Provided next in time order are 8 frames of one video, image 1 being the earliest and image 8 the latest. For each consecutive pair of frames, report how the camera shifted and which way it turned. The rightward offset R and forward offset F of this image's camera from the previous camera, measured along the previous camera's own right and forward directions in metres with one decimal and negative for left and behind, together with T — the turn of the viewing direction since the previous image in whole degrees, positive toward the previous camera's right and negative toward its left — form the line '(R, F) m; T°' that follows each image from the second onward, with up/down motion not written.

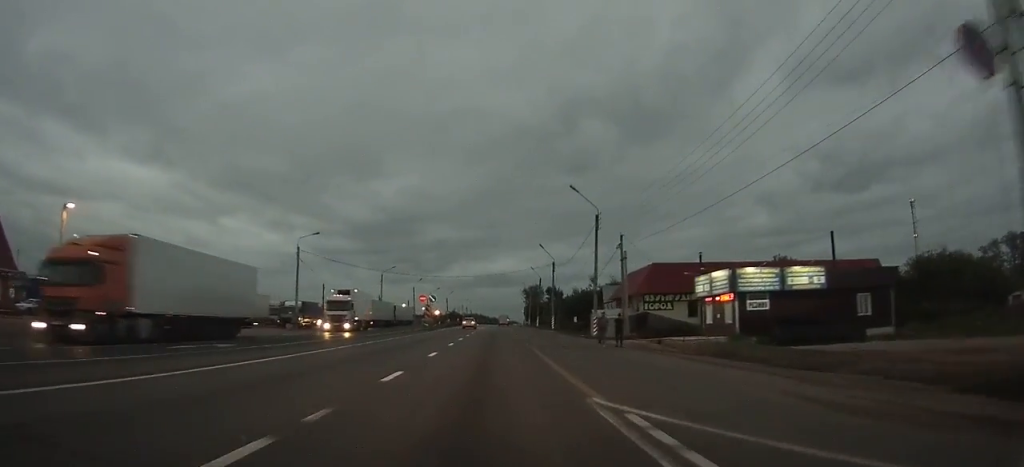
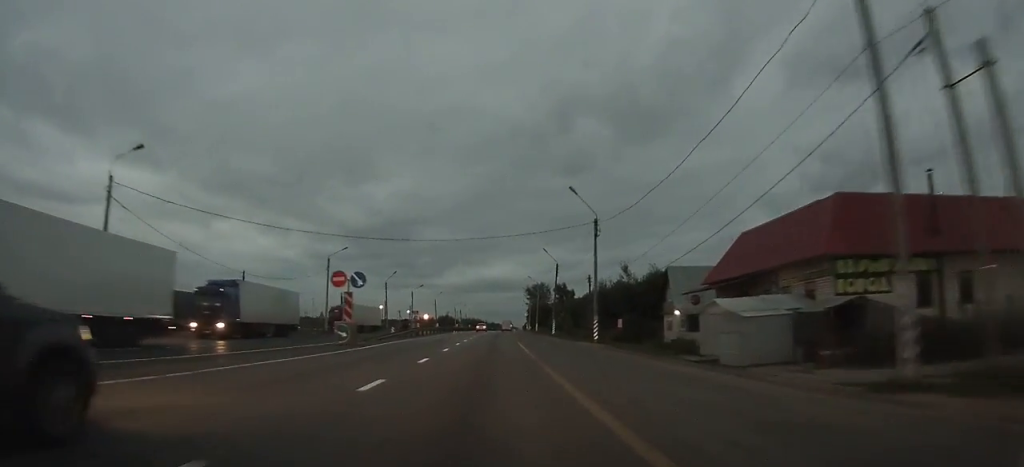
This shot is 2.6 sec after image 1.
(0.0, +32.4) m; +1°
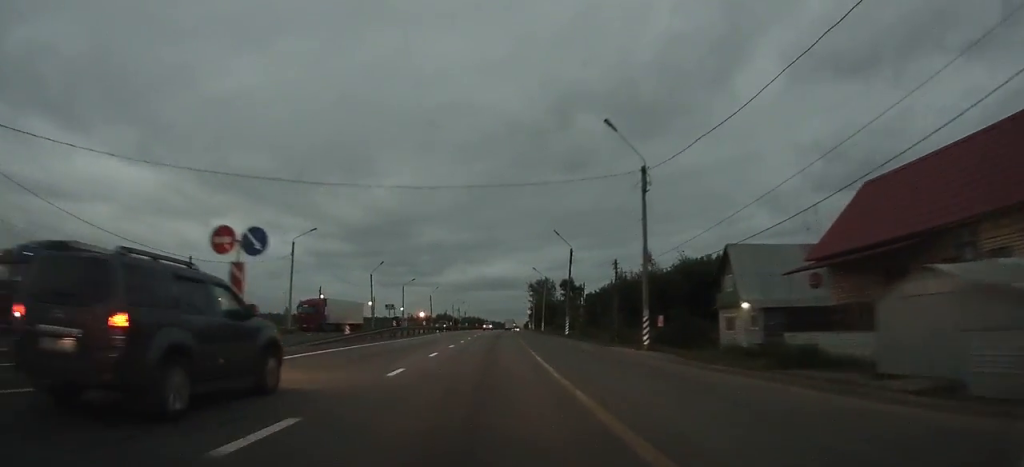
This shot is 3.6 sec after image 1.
(0.0, +13.0) m; 0°
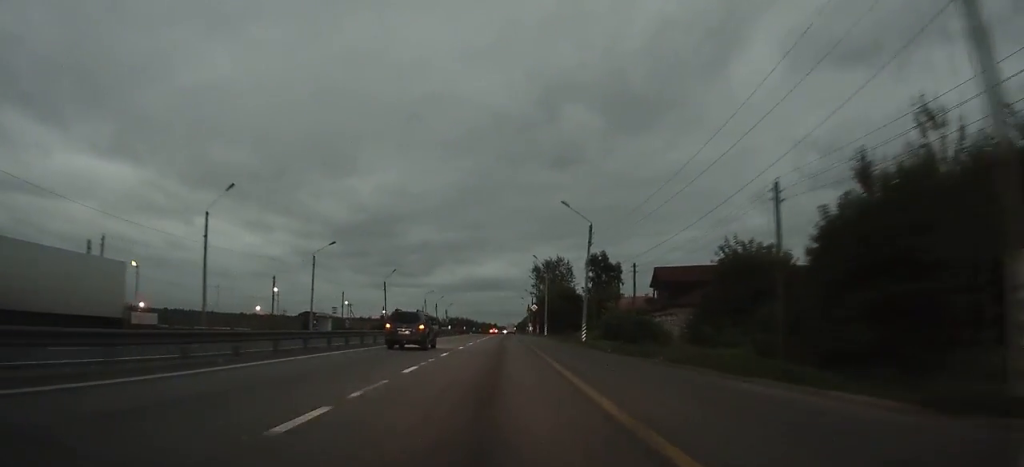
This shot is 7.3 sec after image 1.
(+0.5, +52.1) m; +1°
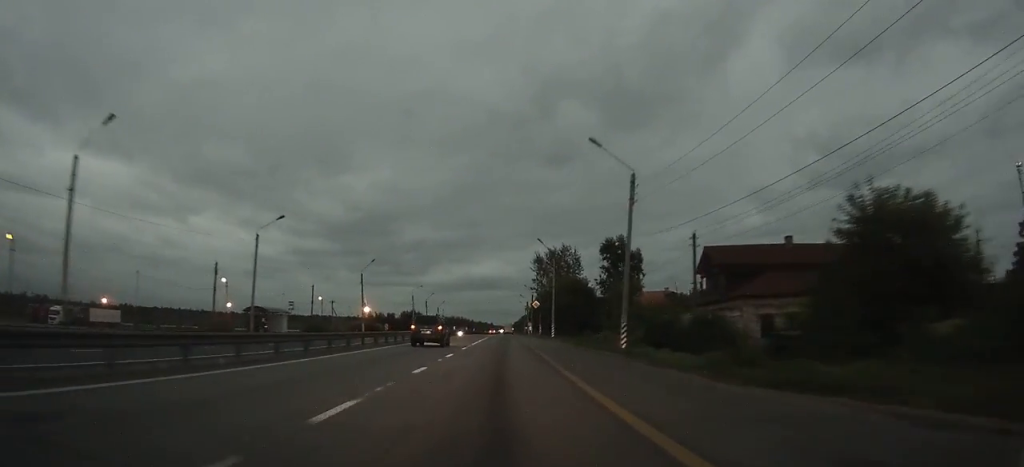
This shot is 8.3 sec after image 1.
(0.0, +14.9) m; 0°
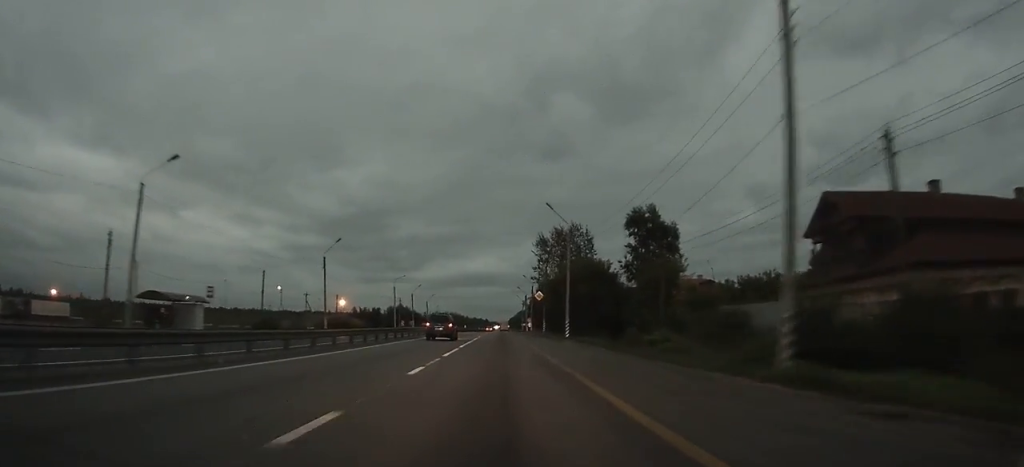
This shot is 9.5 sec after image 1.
(0.0, +16.9) m; 0°
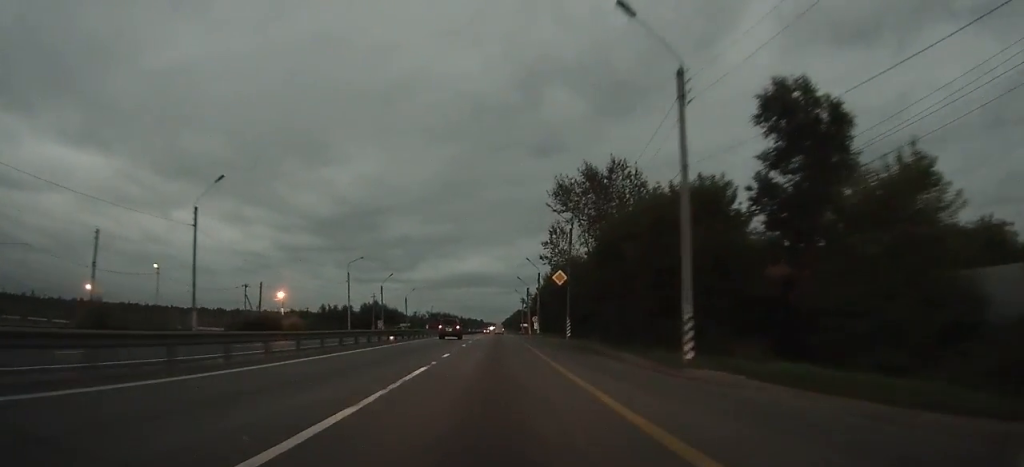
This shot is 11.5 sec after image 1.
(0.0, +30.7) m; 0°
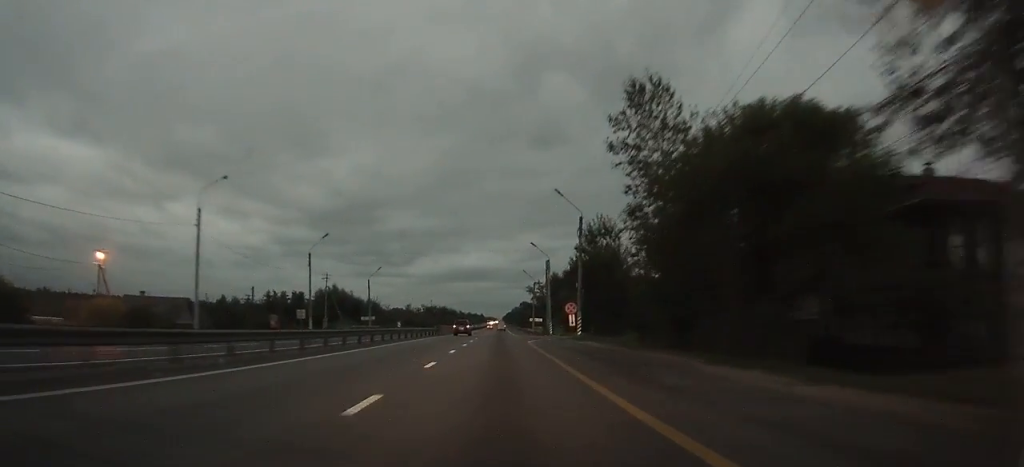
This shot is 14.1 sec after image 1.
(+0.2, +41.9) m; 0°
